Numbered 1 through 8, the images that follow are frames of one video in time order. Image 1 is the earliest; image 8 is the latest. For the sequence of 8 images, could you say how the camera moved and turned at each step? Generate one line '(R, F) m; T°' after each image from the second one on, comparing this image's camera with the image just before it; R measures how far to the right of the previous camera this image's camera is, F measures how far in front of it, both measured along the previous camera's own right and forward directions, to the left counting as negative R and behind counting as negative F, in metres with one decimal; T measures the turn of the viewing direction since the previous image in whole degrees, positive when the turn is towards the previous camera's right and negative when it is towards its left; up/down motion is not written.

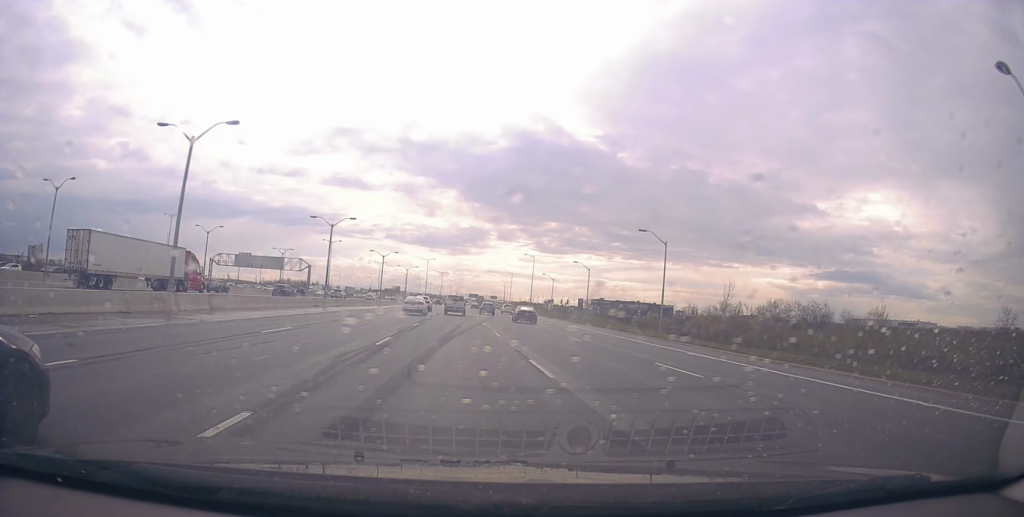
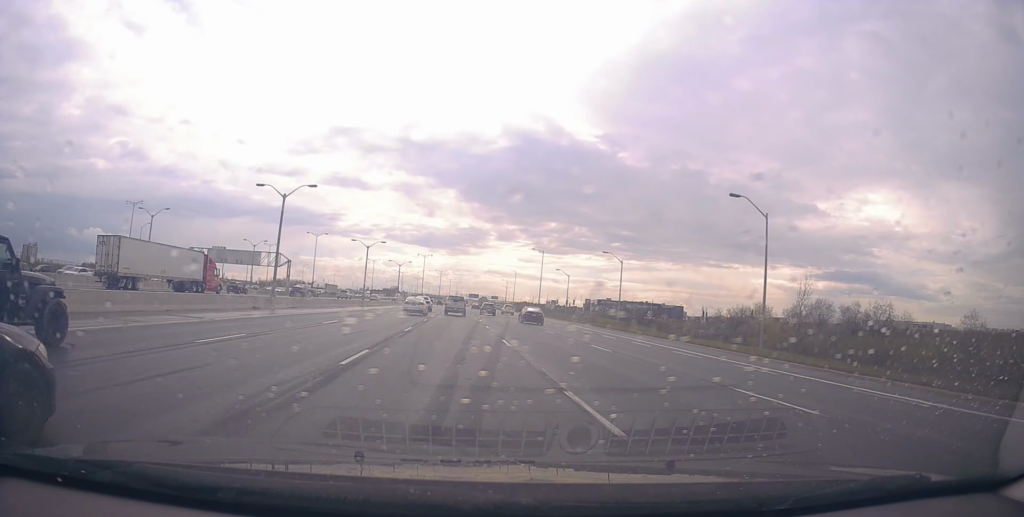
(-0.8, +17.1) m; -1°
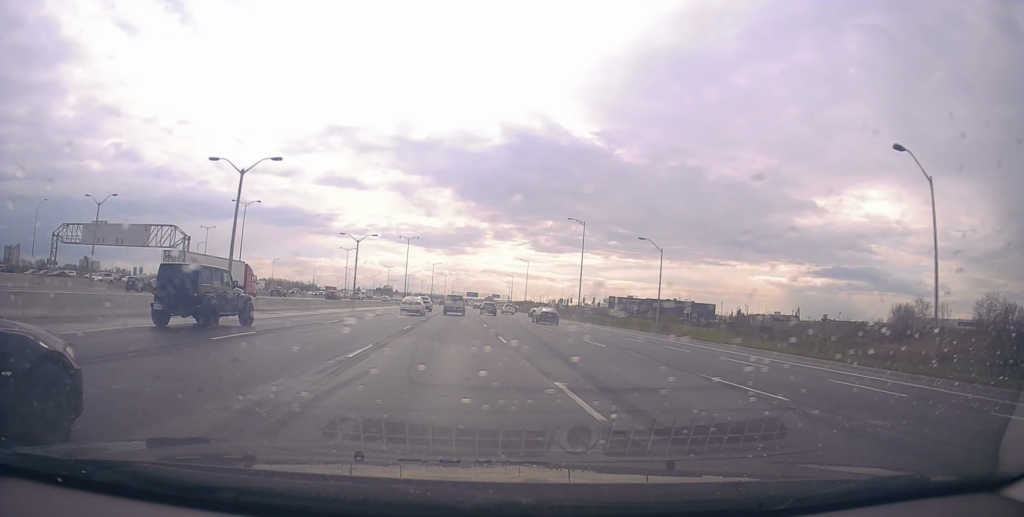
(+1.5, +46.9) m; +3°
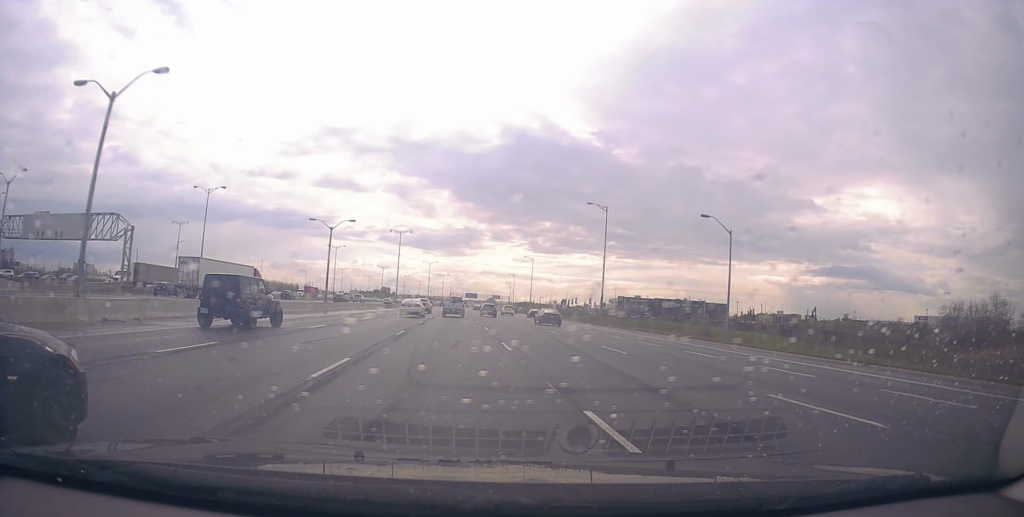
(+0.5, +14.6) m; -1°
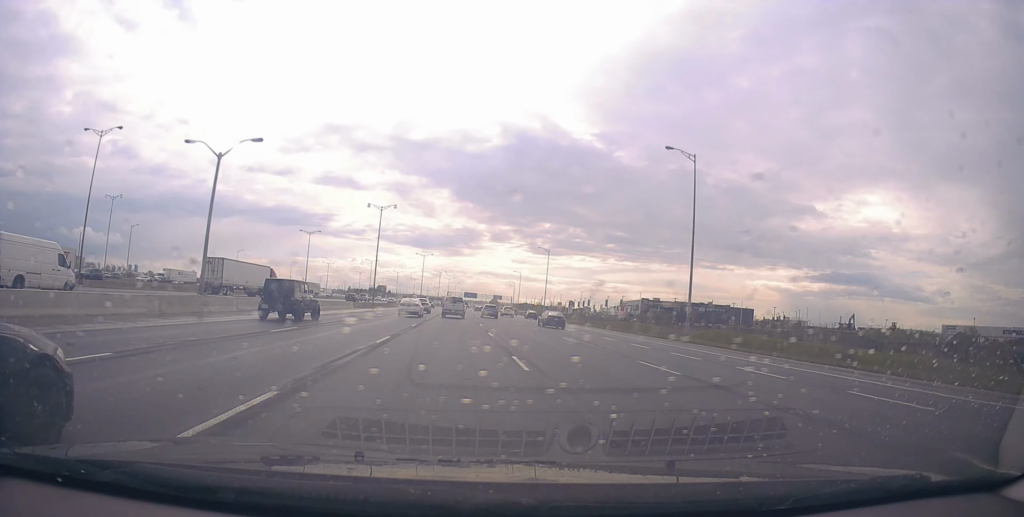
(-1.0, +29.1) m; -1°
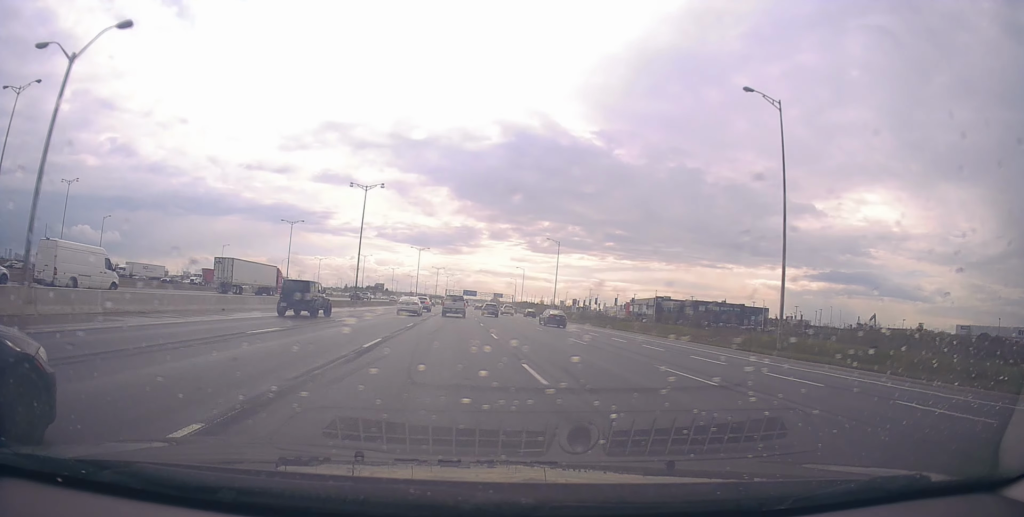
(+0.4, +14.2) m; 0°
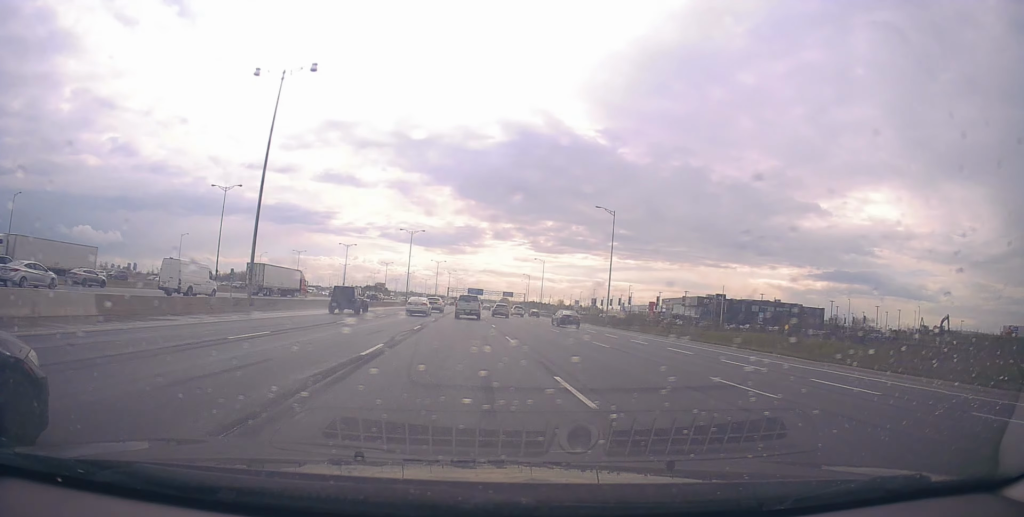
(+0.1, +38.1) m; +1°
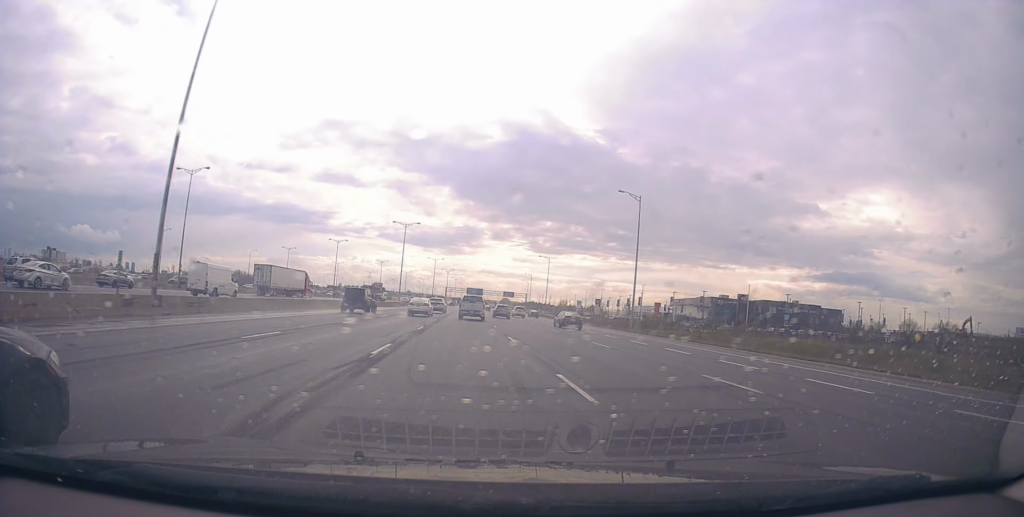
(+0.3, +12.0) m; +1°
